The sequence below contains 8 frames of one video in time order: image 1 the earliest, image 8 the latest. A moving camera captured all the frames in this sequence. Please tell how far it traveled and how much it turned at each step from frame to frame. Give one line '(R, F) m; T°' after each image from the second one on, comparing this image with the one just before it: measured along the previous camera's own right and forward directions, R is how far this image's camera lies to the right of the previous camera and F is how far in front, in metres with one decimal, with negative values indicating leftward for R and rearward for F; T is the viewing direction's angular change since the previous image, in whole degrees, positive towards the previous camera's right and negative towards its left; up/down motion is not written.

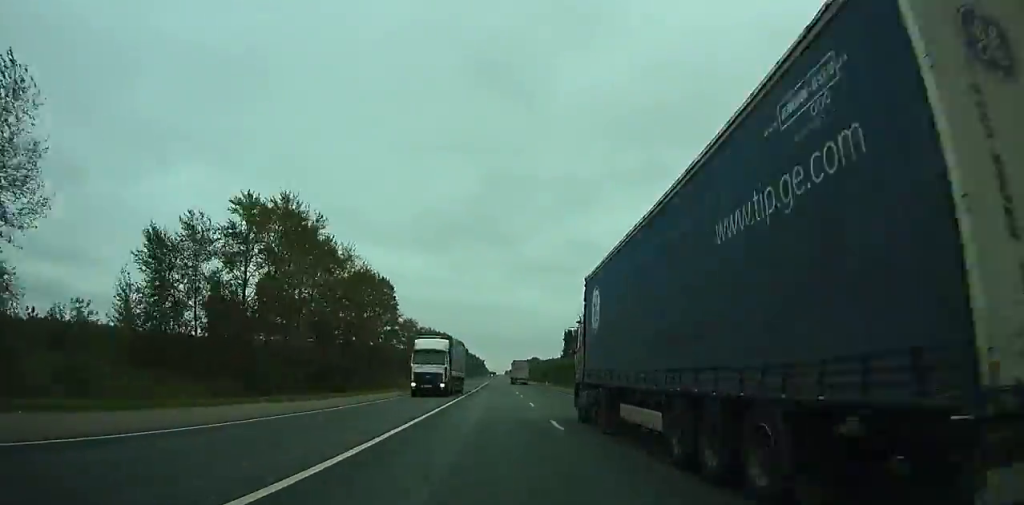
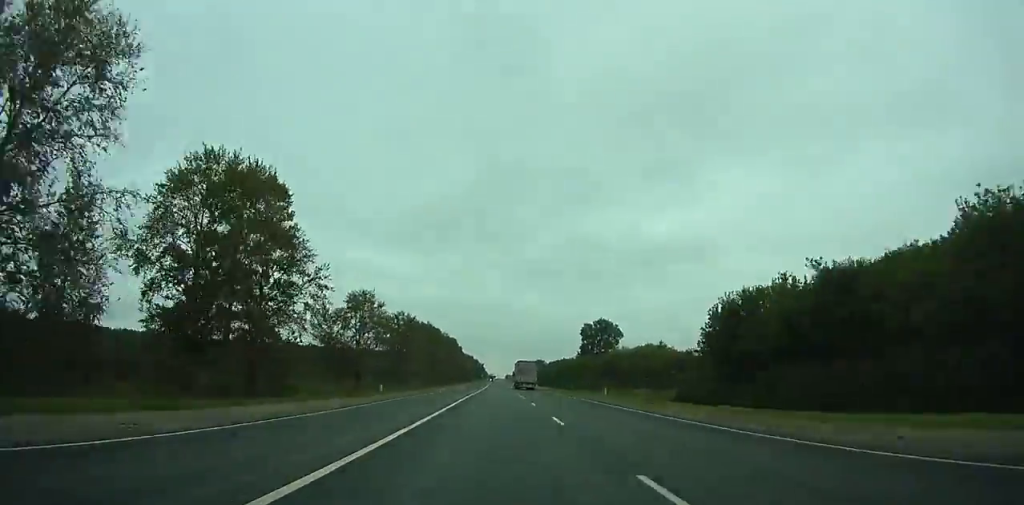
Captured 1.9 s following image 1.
(+0.1, +58.3) m; 0°
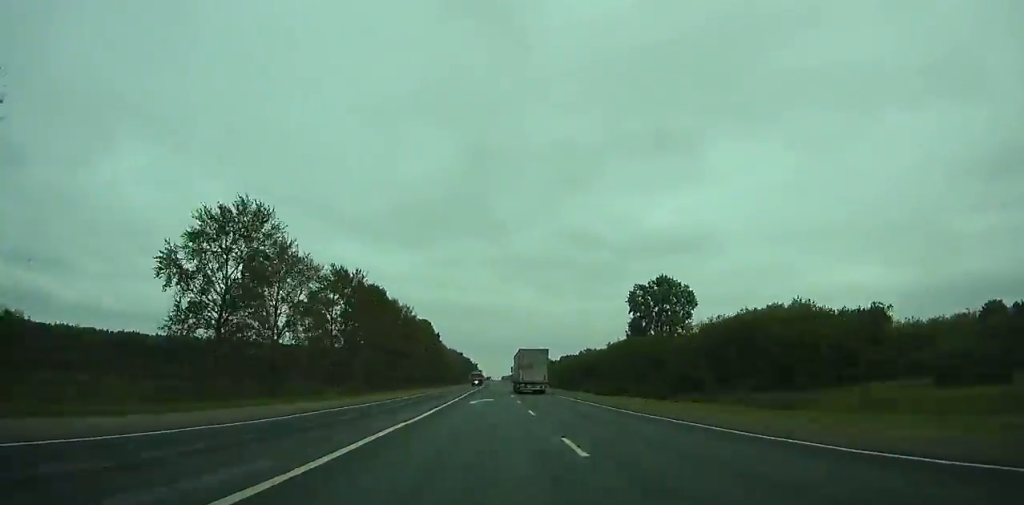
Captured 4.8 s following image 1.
(0.0, +91.3) m; 0°
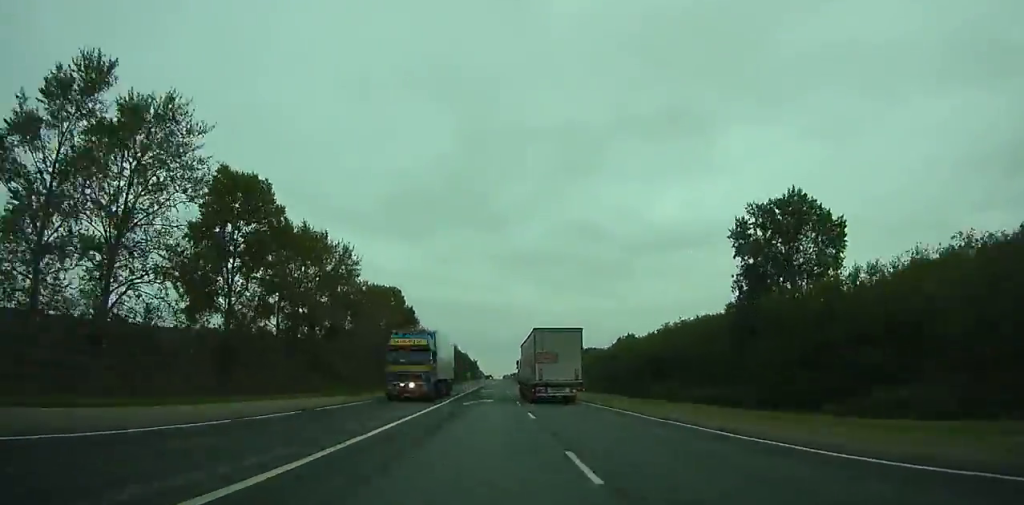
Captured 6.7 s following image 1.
(0.0, +61.3) m; 0°
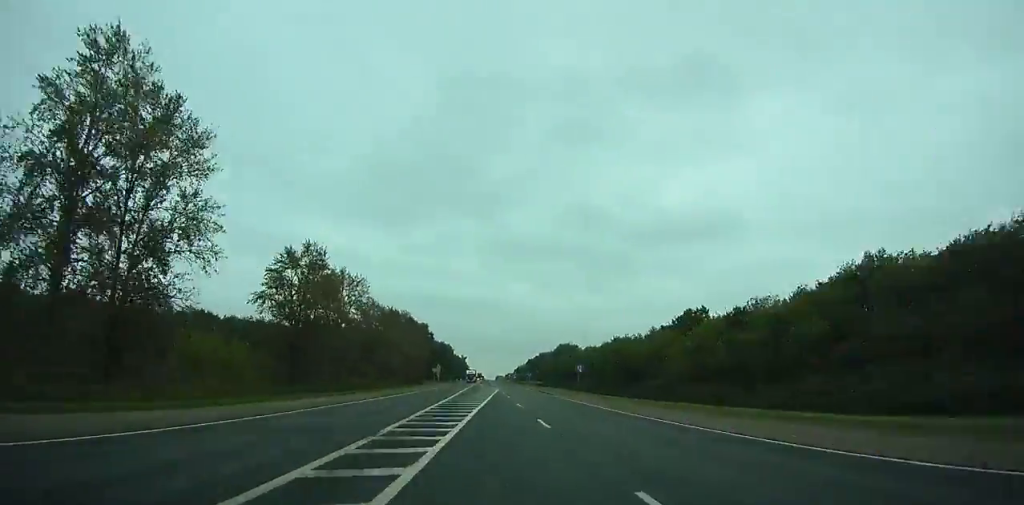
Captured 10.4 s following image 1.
(+0.2, +123.1) m; +1°
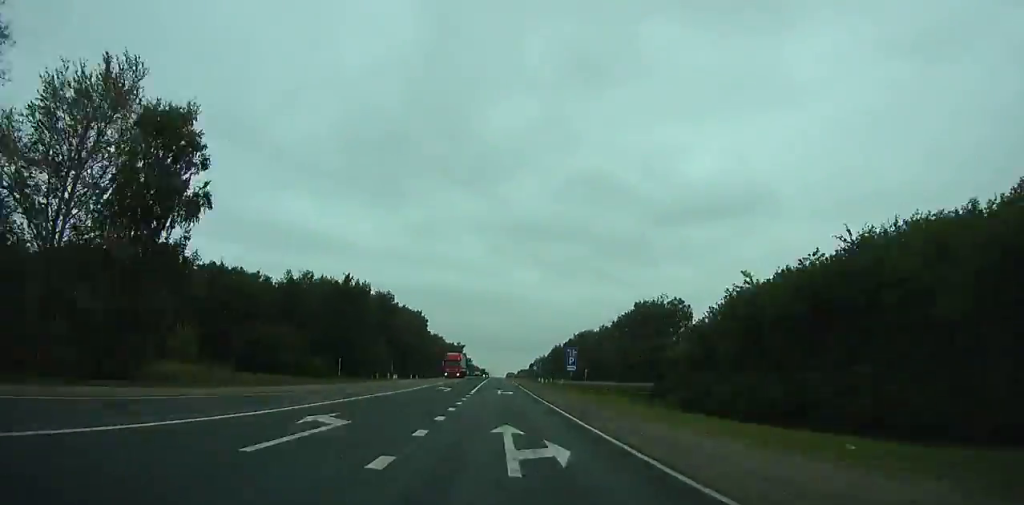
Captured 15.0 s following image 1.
(+1.4, +152.0) m; 0°
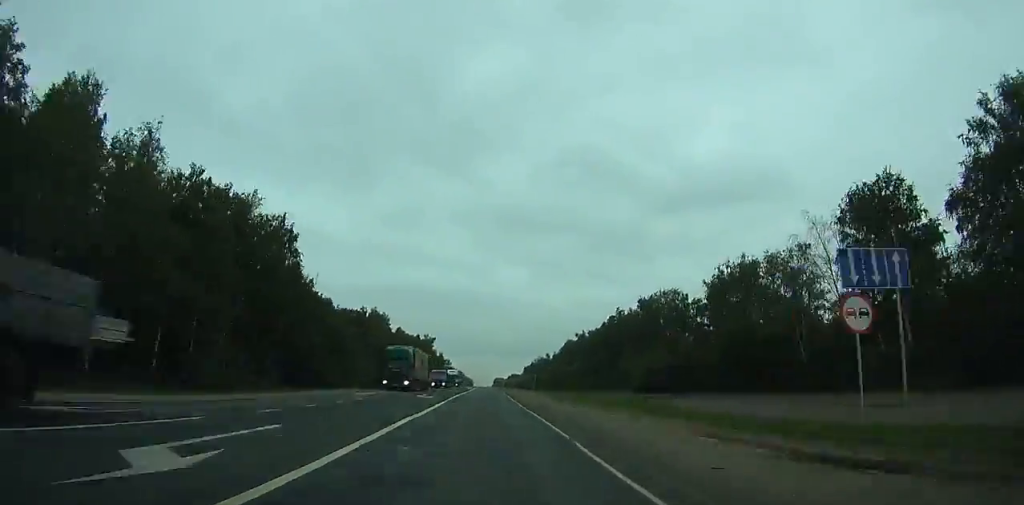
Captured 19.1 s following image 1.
(-1.0, +124.1) m; -1°
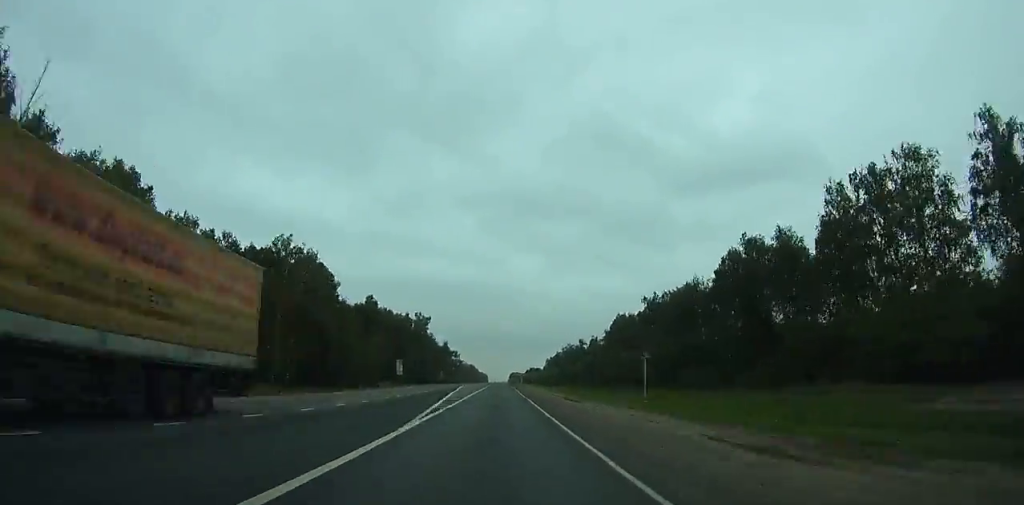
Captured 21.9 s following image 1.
(+0.1, +77.1) m; 0°
